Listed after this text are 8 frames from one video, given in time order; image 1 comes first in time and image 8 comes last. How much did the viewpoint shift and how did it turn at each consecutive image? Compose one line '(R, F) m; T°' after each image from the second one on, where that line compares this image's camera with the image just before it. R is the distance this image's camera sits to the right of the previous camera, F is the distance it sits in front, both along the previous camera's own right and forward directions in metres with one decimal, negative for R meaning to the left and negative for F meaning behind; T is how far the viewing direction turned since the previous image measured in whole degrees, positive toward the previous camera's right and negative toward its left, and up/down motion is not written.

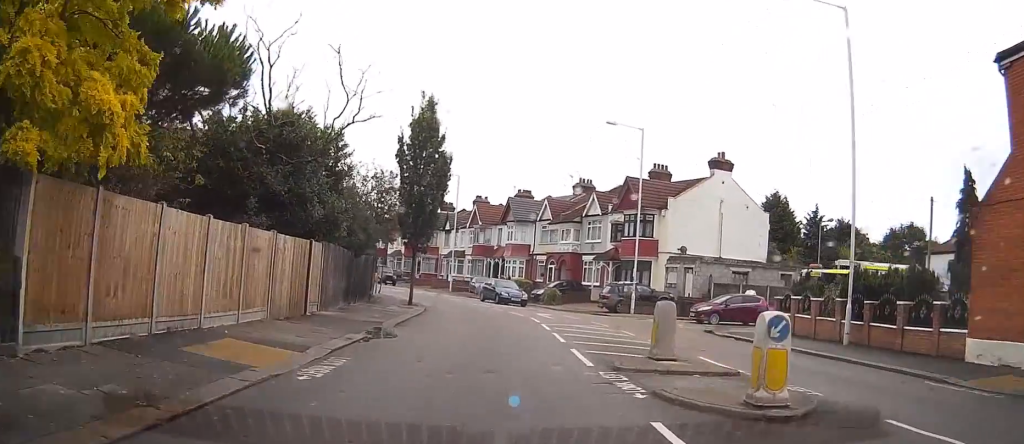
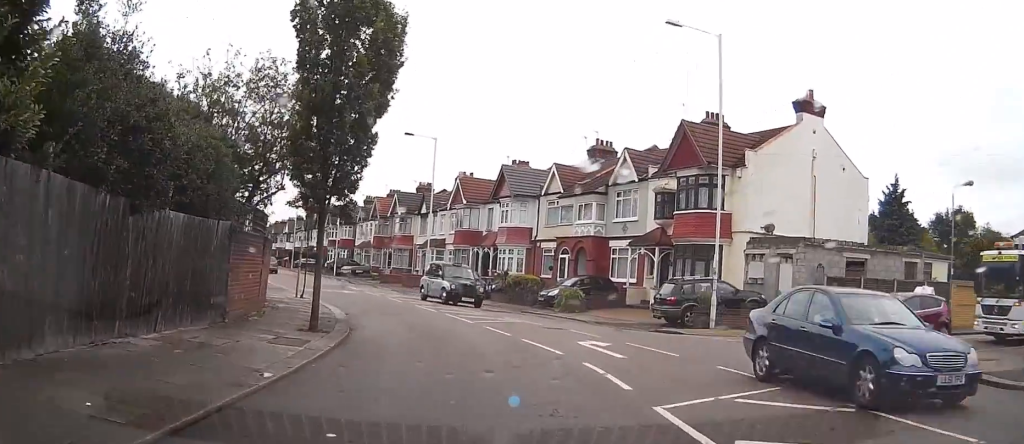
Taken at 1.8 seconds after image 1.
(0.0, +17.7) m; -1°
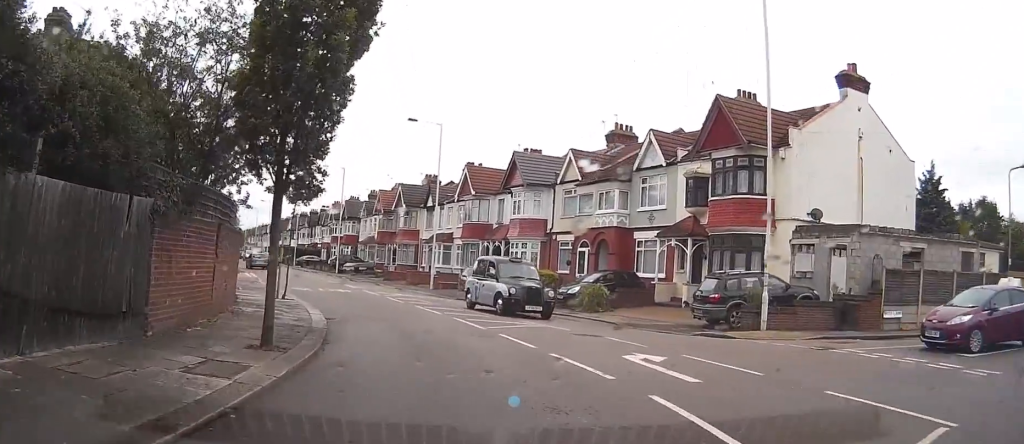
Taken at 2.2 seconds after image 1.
(-0.1, +4.2) m; -3°
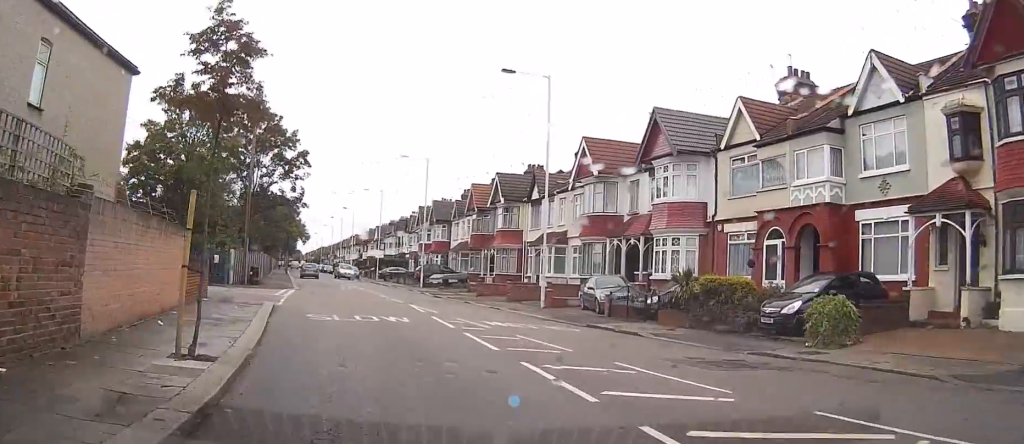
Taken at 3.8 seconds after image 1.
(-1.5, +15.2) m; -10°
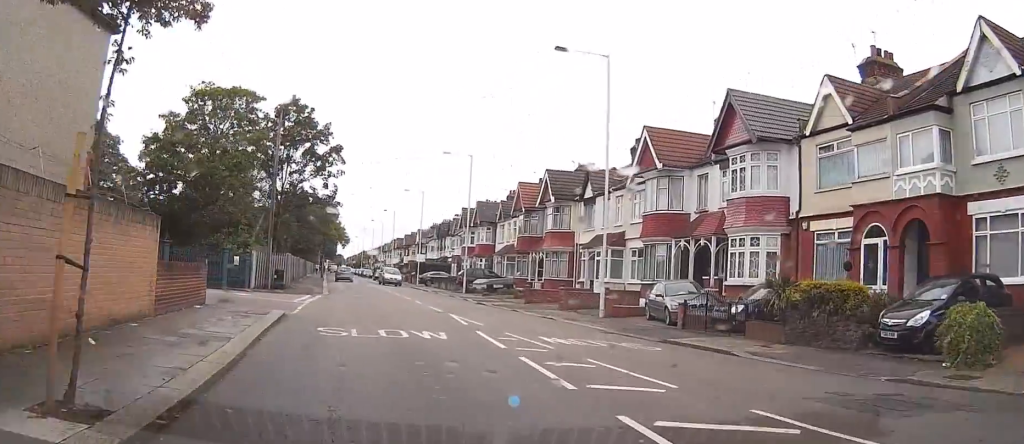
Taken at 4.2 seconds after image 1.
(0.0, +3.4) m; 0°
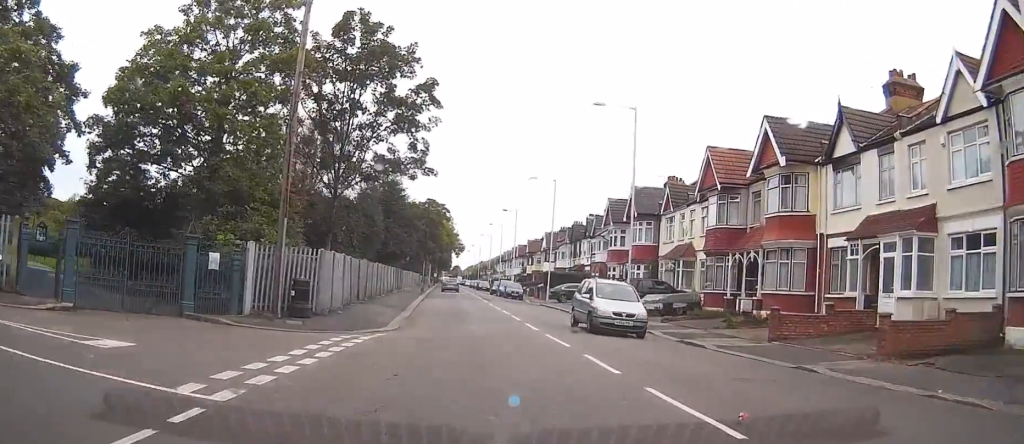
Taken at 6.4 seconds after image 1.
(0.0, +17.7) m; -2°
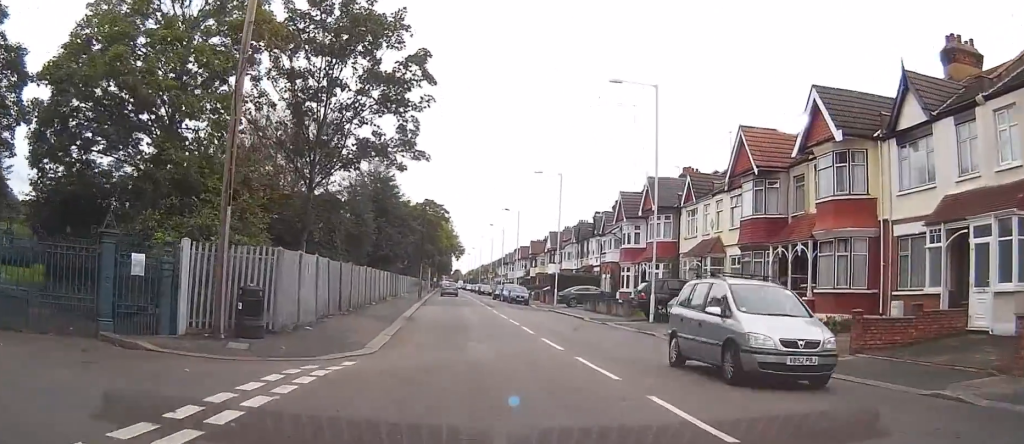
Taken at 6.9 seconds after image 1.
(0.0, +5.3) m; -2°
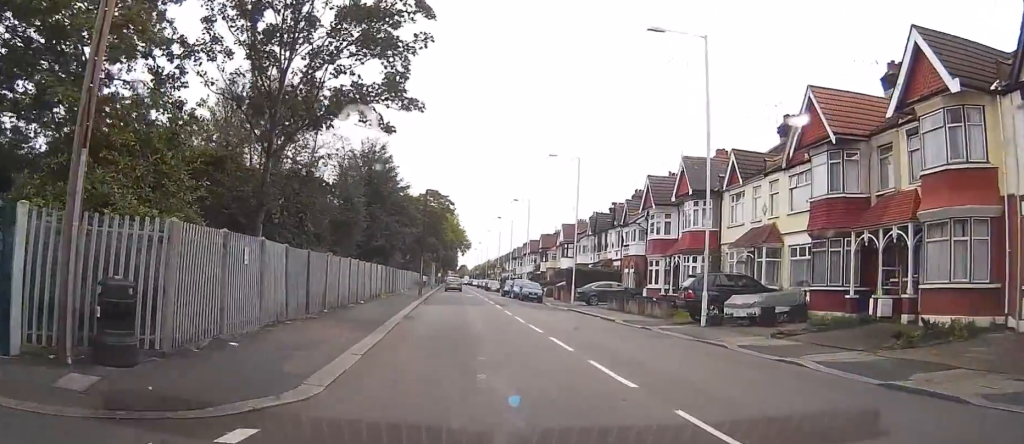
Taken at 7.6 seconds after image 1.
(-0.3, +6.8) m; -3°
